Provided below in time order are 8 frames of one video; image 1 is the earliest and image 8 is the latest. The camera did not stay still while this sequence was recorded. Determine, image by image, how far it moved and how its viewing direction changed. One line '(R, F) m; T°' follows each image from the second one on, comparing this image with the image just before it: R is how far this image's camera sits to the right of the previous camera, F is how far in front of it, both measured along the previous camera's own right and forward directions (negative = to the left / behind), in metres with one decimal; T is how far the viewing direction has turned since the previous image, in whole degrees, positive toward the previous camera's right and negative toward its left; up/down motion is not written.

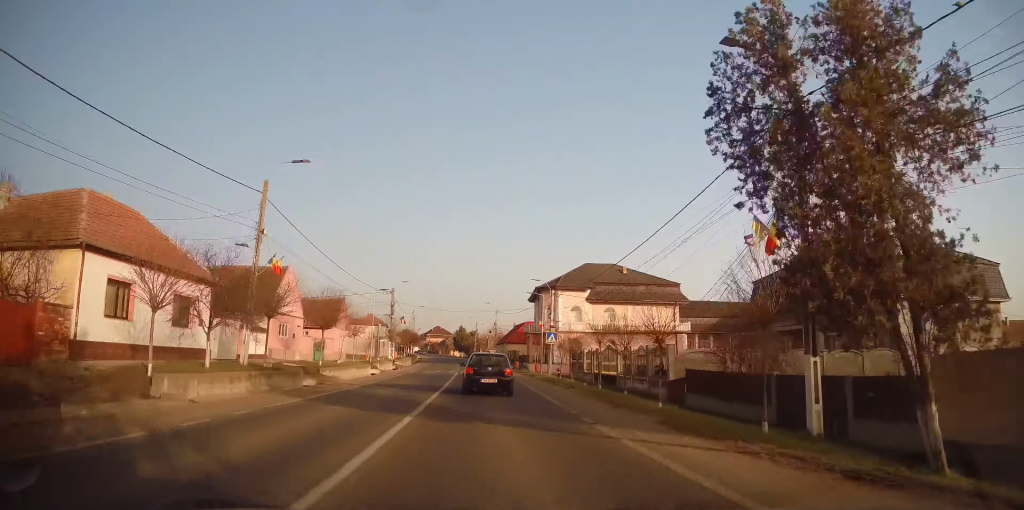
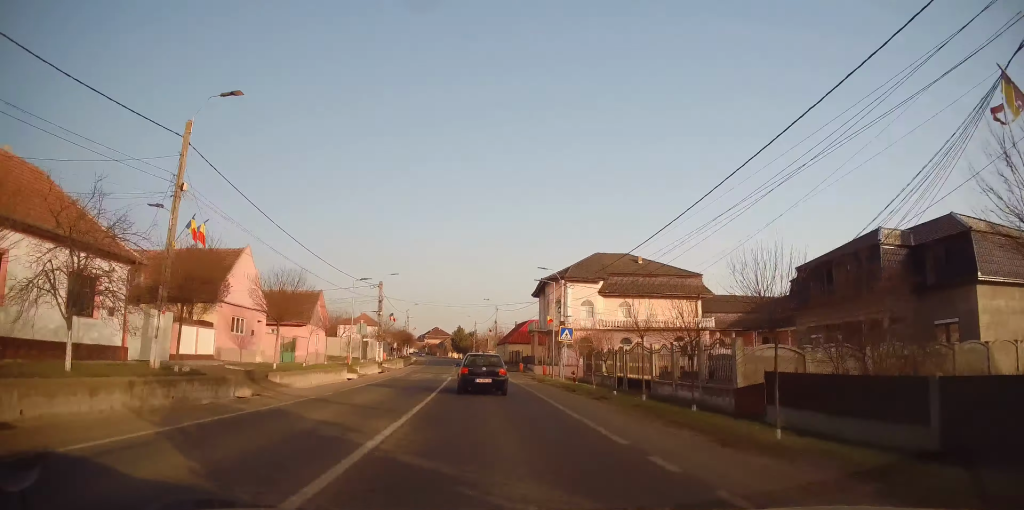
(+0.1, +7.0) m; 0°
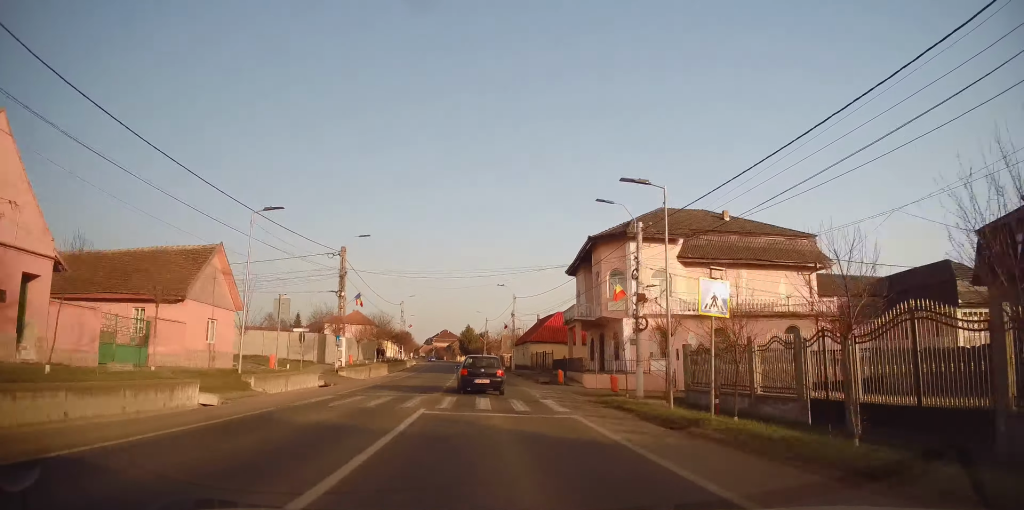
(-0.5, +19.4) m; -2°
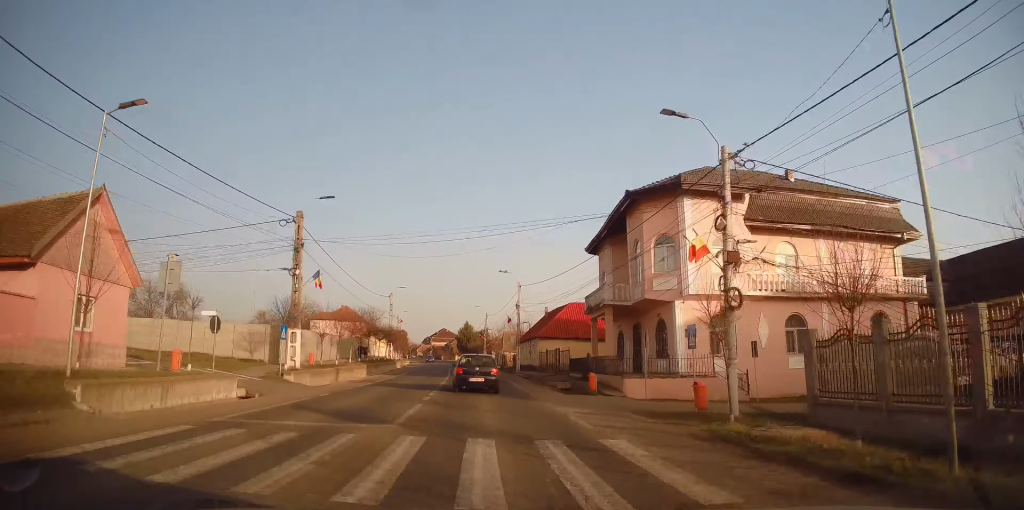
(0.0, +9.2) m; 0°
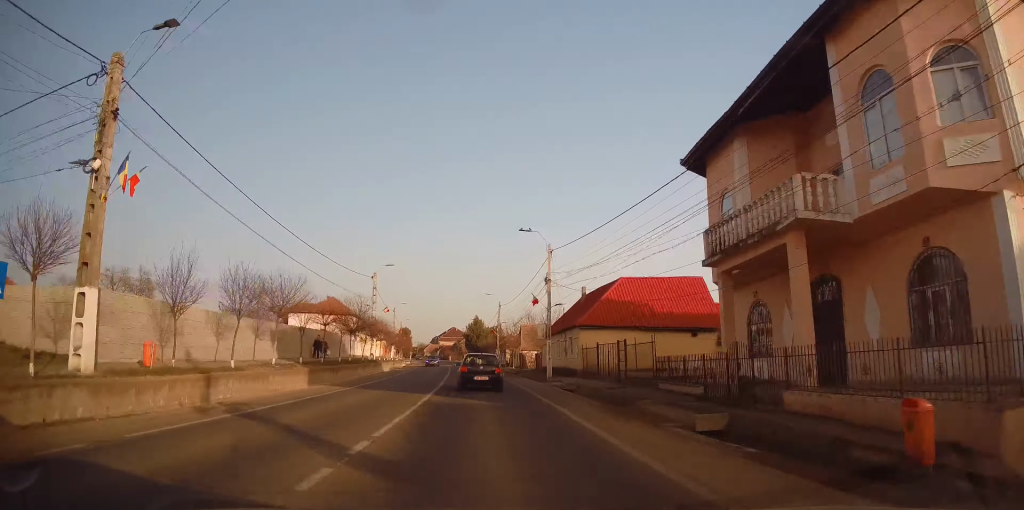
(-0.1, +17.0) m; -1°
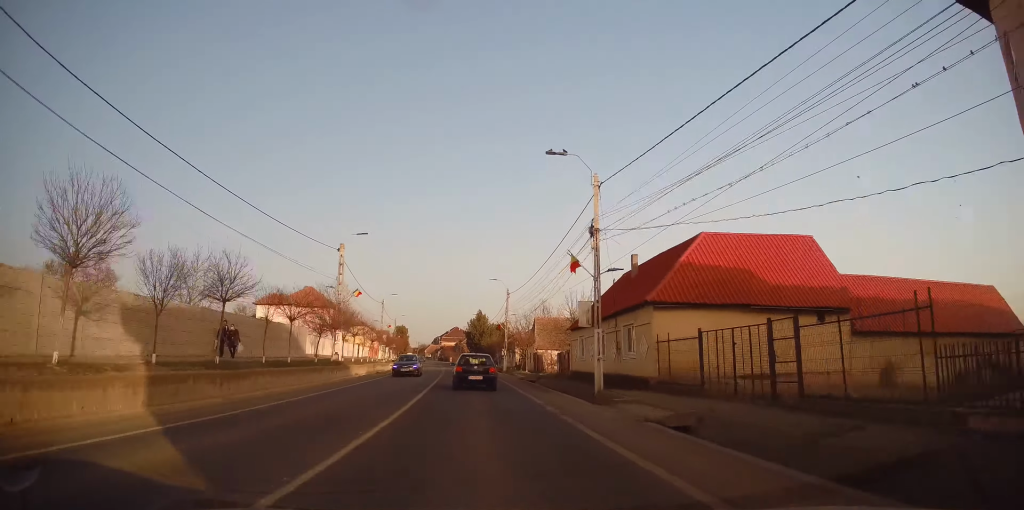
(-0.1, +14.2) m; +1°
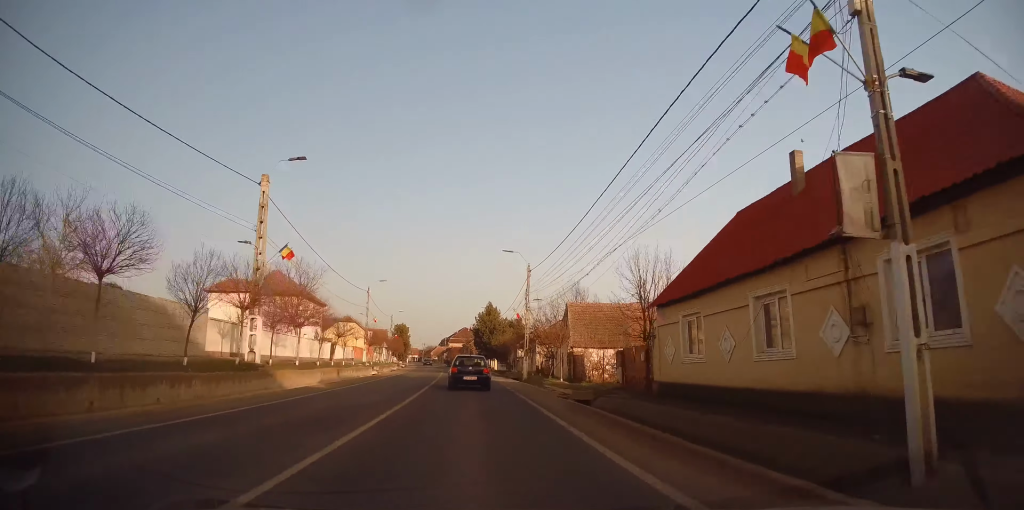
(+0.3, +16.0) m; -1°
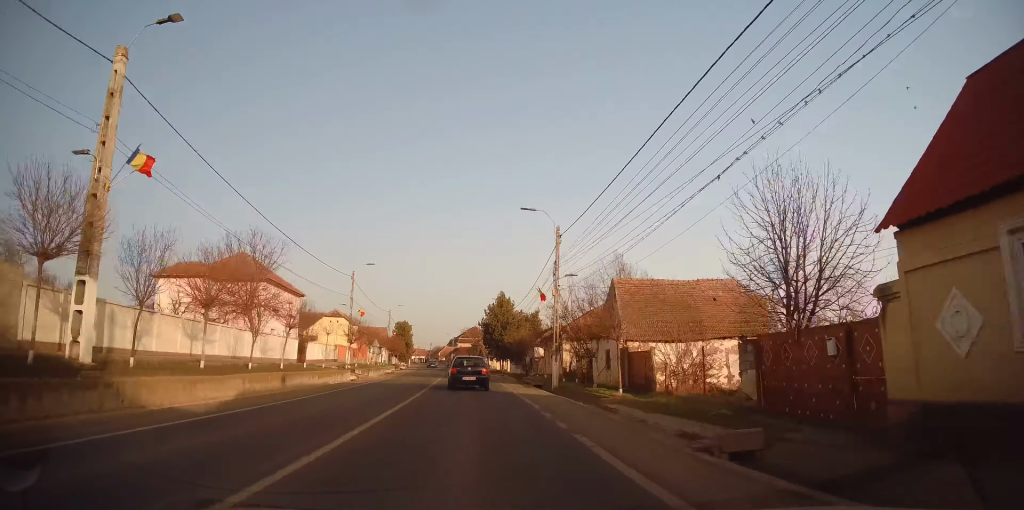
(-0.3, +11.6) m; -2°
